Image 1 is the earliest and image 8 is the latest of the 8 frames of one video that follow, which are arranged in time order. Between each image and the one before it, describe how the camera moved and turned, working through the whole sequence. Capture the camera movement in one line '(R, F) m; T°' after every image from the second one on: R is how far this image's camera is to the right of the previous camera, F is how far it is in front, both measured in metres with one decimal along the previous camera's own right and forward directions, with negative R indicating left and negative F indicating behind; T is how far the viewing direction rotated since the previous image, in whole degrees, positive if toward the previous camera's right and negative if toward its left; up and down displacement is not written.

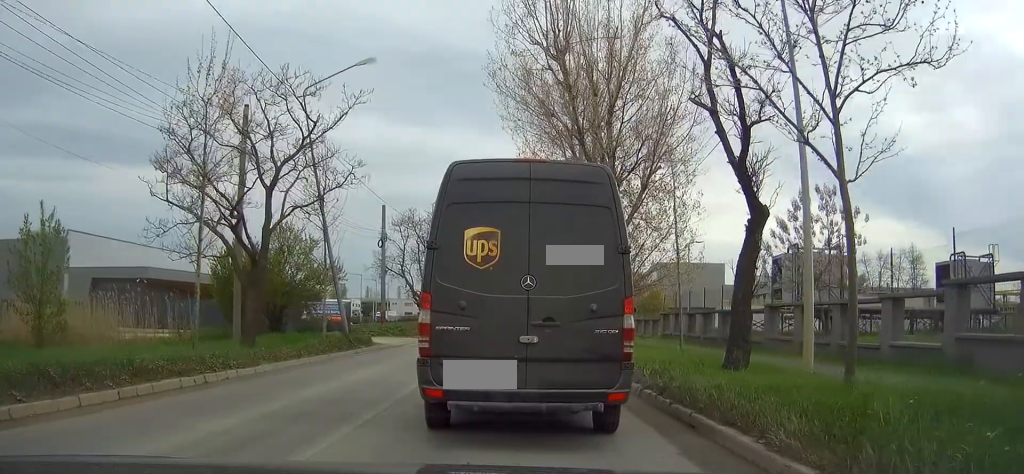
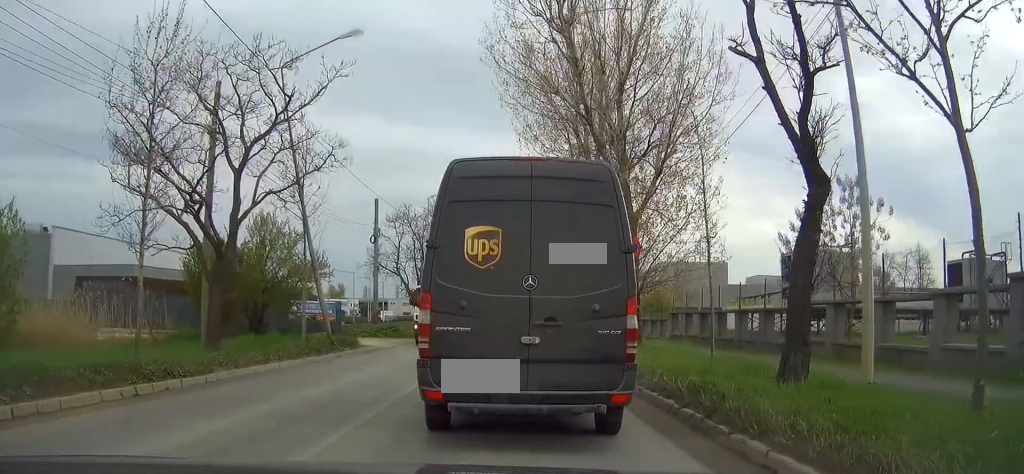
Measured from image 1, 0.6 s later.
(-0.1, +2.4) m; -3°
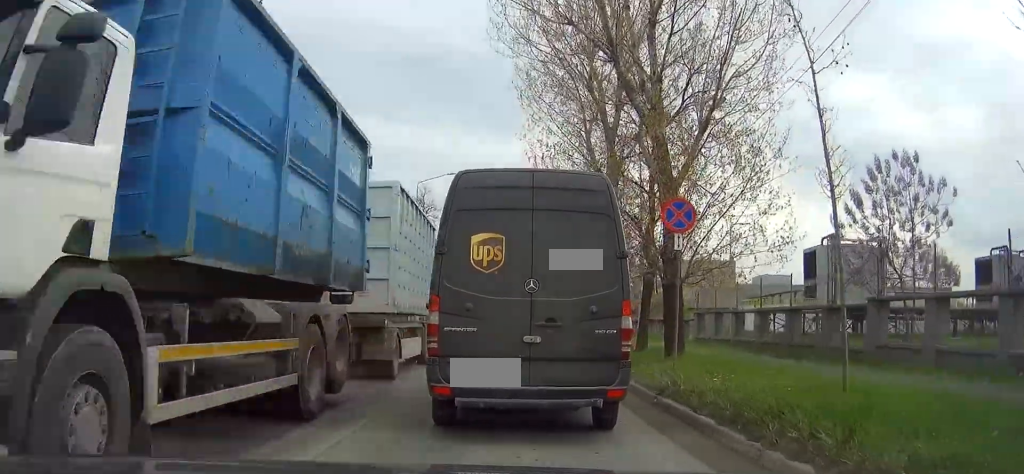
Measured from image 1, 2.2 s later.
(0.0, +6.2) m; 0°
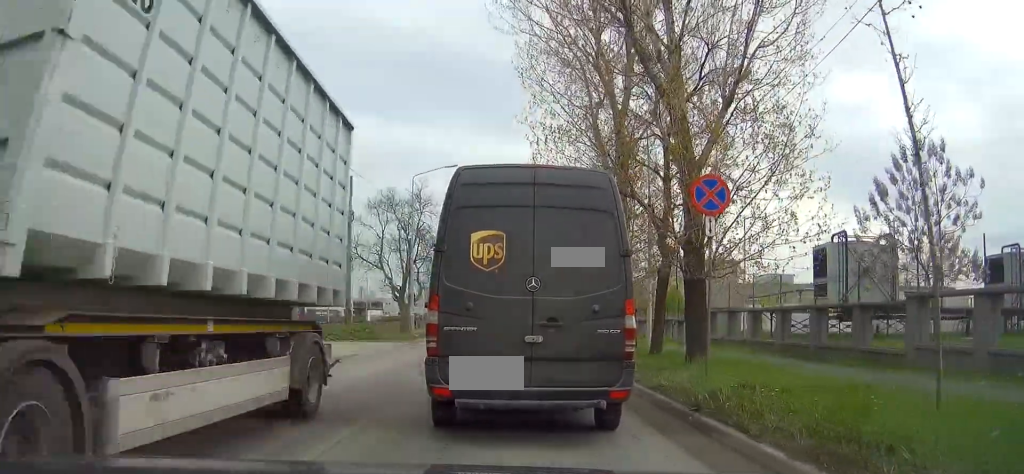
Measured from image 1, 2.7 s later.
(0.0, +2.1) m; 0°
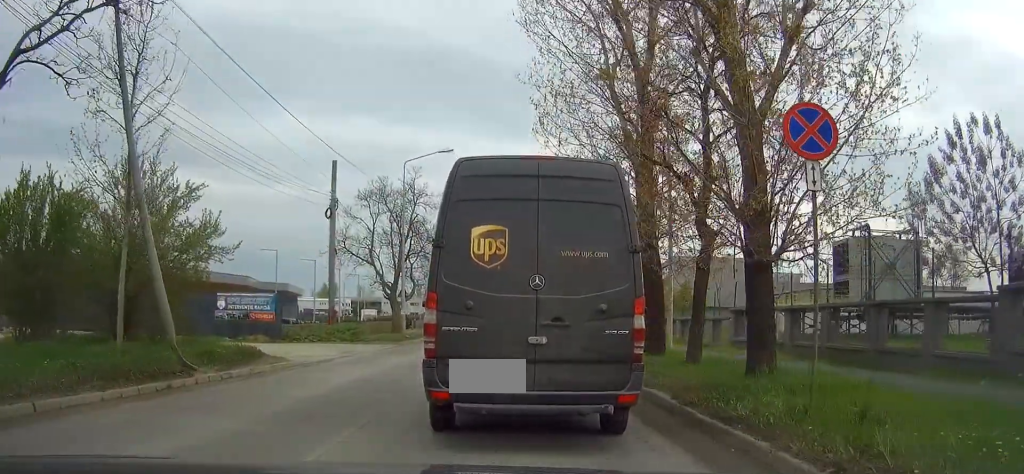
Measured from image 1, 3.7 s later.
(0.0, +3.7) m; +1°
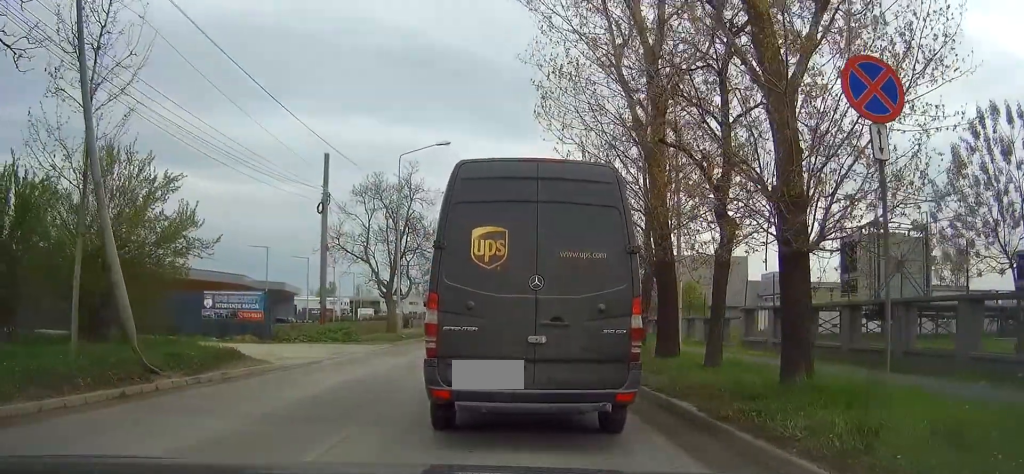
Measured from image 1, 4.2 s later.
(0.0, +1.5) m; +1°
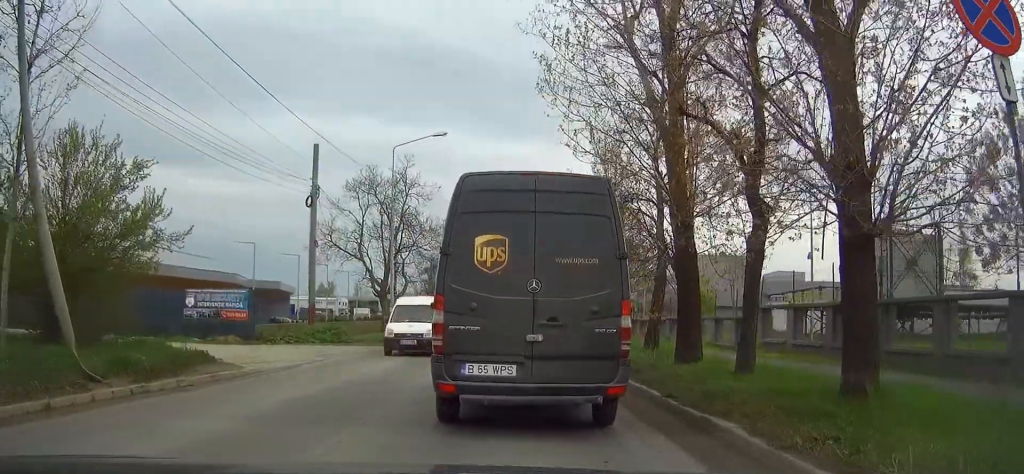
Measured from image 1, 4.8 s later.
(0.0, +2.2) m; +2°
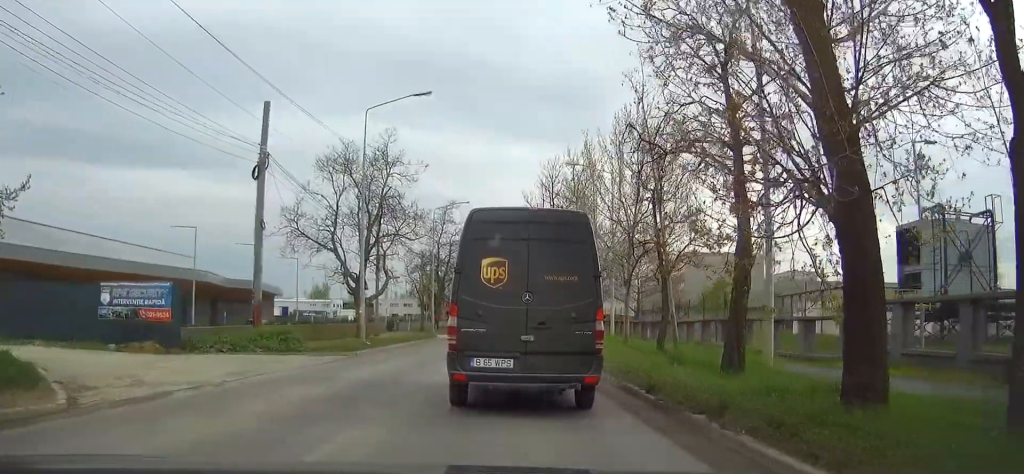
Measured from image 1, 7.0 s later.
(+0.3, +7.2) m; +4°
